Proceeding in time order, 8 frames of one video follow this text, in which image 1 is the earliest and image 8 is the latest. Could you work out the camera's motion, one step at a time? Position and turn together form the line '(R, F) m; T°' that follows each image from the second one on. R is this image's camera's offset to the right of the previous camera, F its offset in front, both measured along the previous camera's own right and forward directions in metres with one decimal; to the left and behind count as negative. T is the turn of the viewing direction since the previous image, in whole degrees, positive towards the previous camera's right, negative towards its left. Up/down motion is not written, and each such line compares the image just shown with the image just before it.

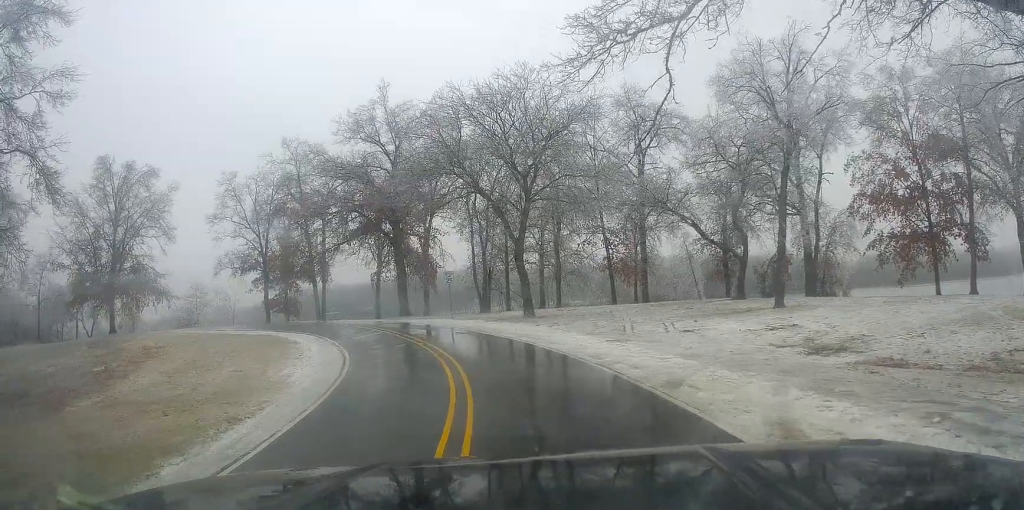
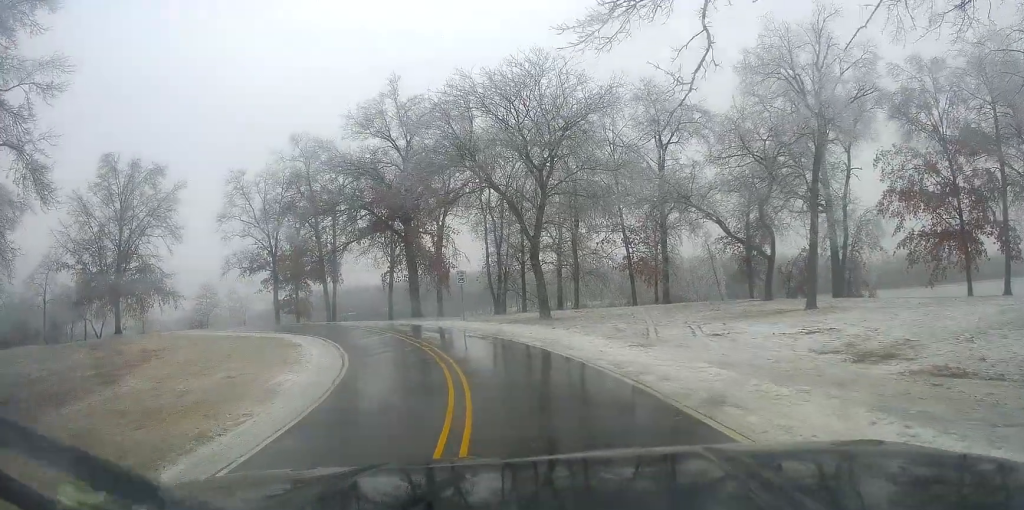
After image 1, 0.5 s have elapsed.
(0.0, +1.9) m; +1°
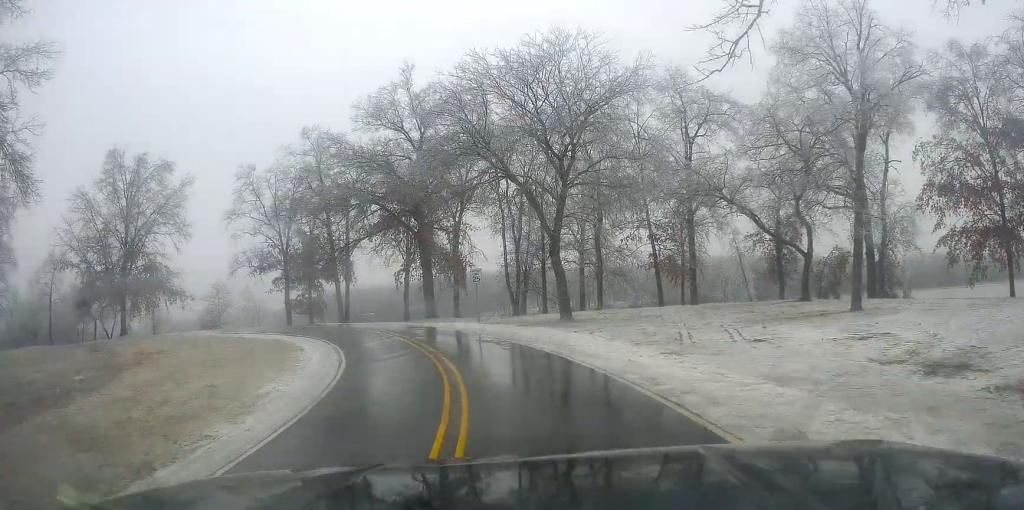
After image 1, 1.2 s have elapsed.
(0.0, +2.5) m; +3°
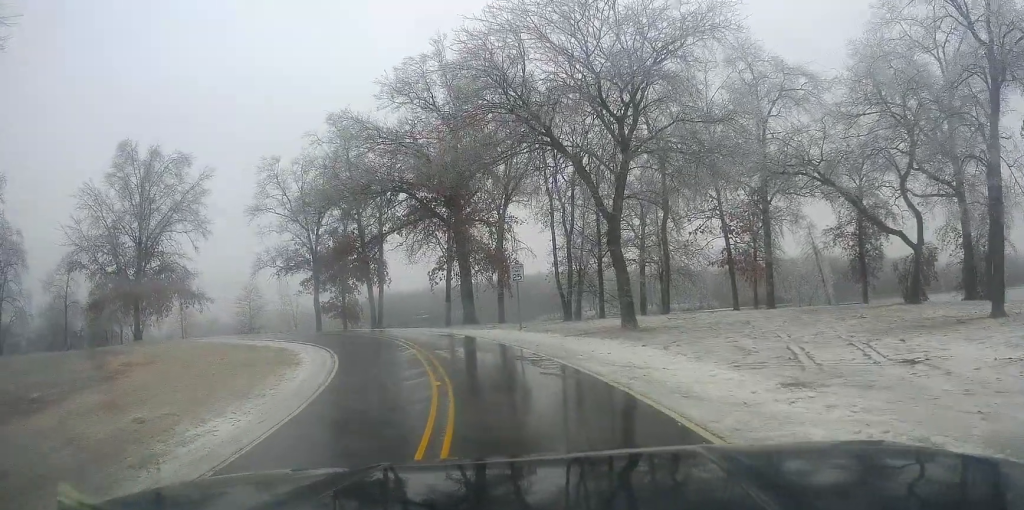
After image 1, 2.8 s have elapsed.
(+0.4, +6.1) m; -2°
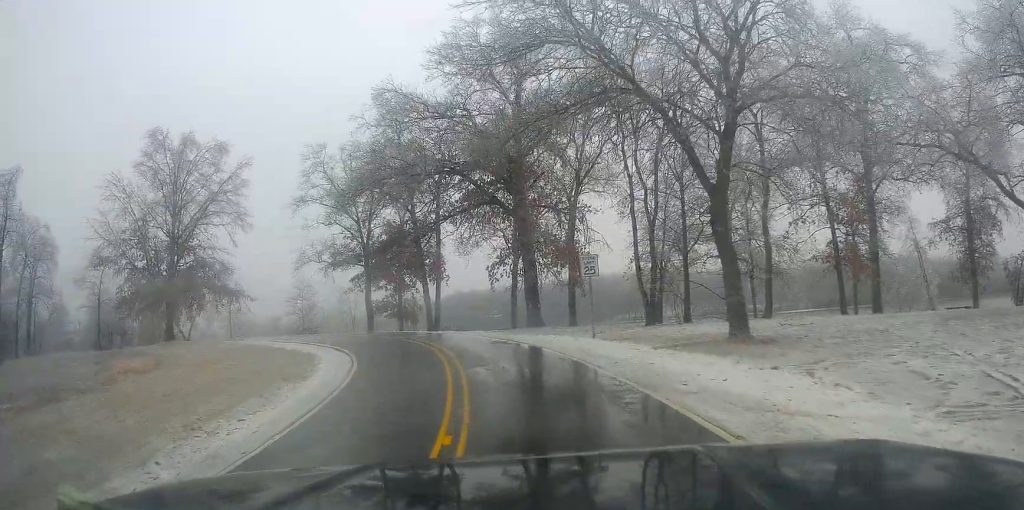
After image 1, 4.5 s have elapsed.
(-0.8, +6.0) m; -10°
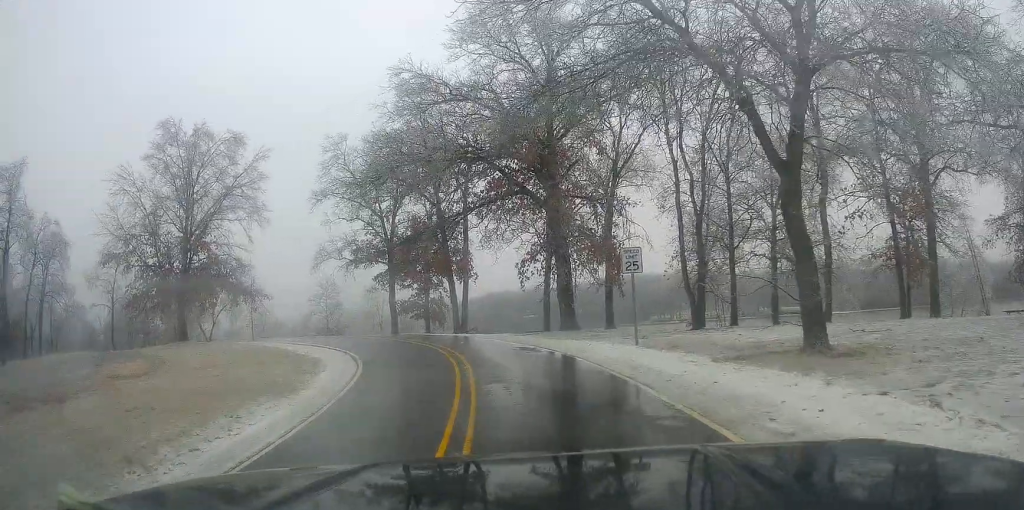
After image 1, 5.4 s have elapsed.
(0.0, +3.4) m; -2°
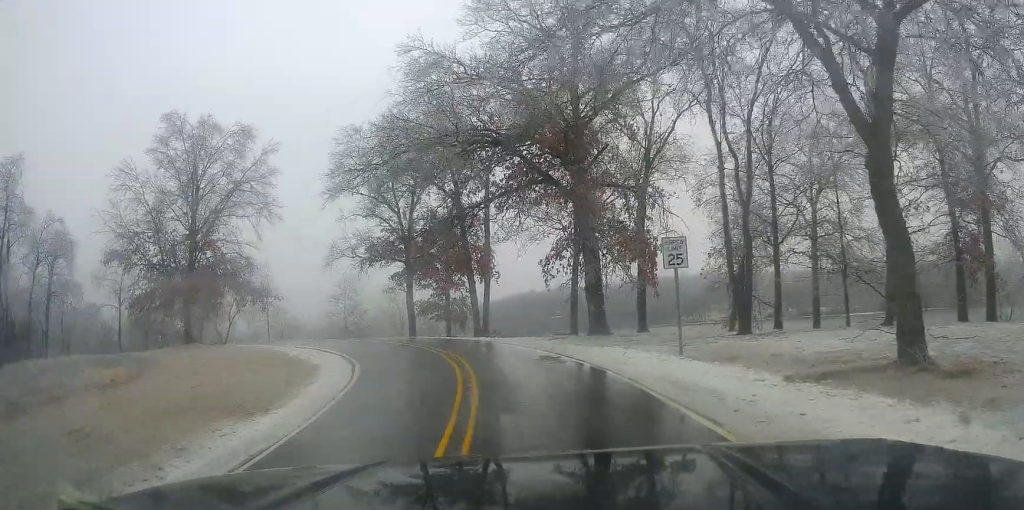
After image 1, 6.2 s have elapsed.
(0.0, +3.2) m; -4°
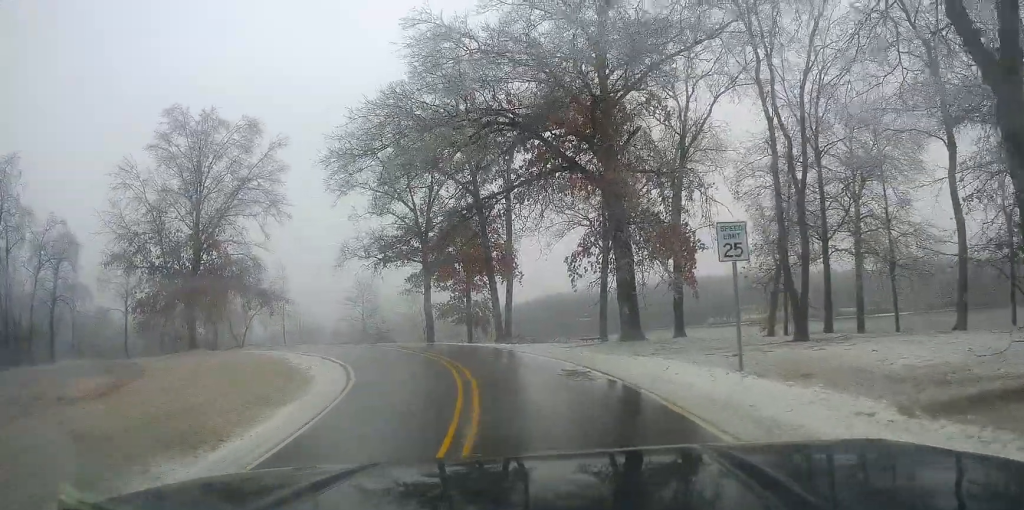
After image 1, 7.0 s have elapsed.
(-0.3, +3.1) m; -3°
